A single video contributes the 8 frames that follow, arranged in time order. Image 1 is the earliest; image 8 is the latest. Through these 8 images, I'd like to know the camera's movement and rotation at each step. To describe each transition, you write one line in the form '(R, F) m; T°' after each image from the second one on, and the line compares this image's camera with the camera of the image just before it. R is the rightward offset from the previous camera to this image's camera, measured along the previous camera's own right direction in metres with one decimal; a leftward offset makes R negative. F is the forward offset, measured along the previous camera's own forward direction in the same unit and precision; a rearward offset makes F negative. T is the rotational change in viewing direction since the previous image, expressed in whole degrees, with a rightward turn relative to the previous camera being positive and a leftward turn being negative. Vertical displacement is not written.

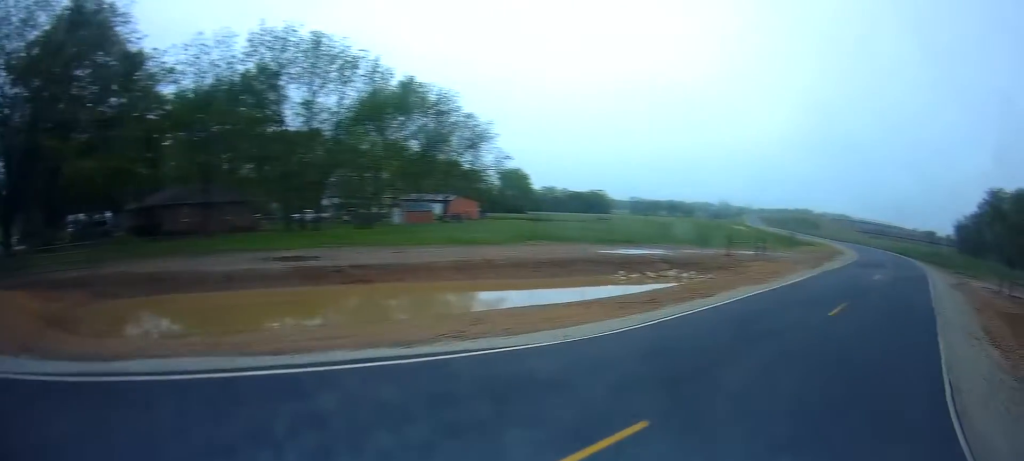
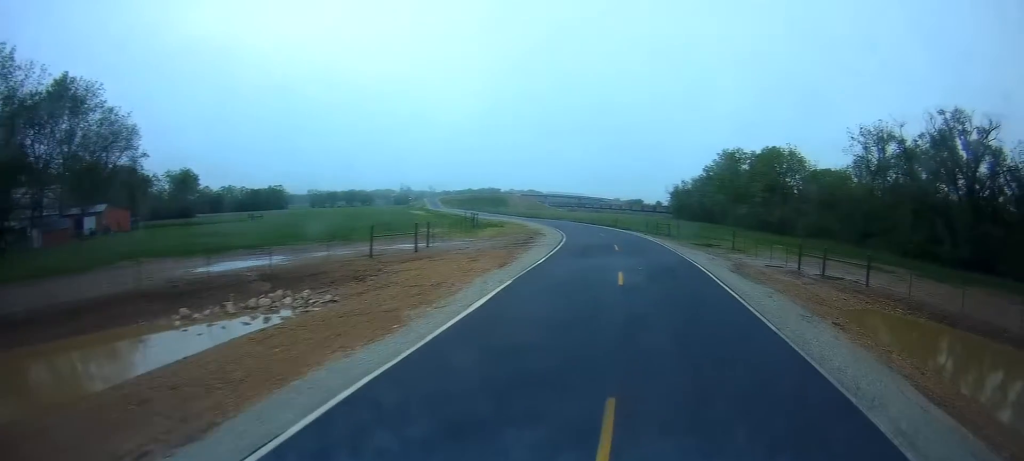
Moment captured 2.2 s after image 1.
(+2.8, +9.7) m; +35°
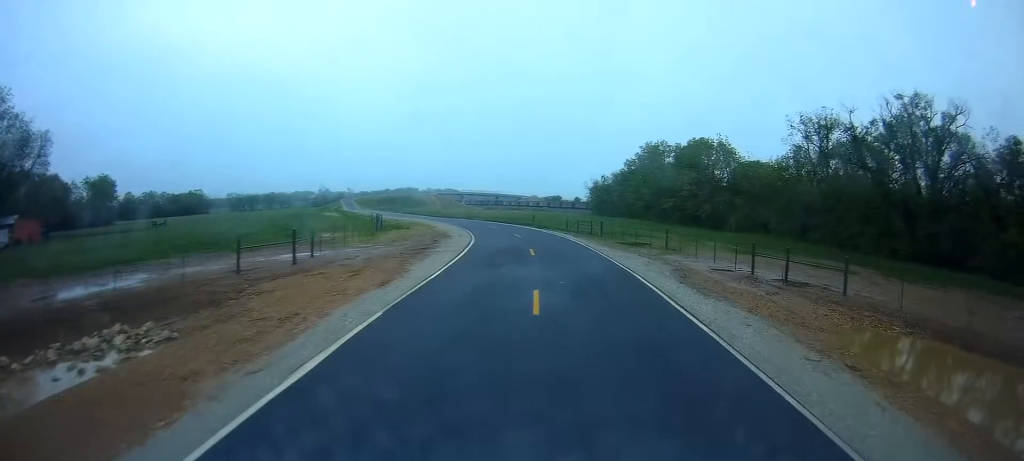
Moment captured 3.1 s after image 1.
(+0.5, +3.4) m; +1°
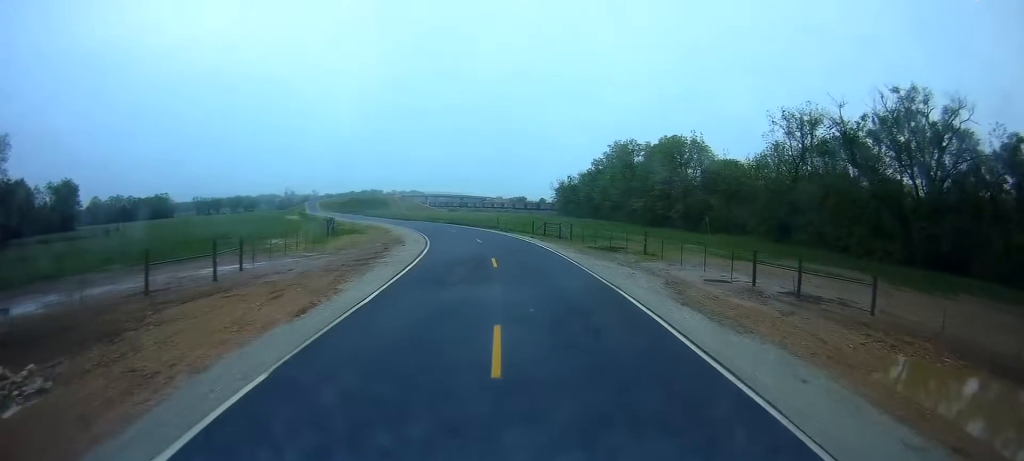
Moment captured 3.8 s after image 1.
(-0.3, +3.0) m; +1°
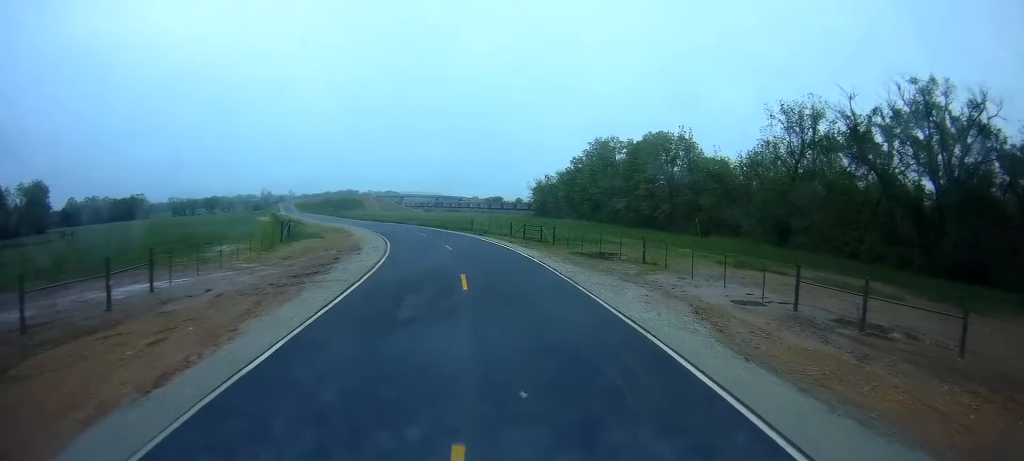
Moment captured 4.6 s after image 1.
(0.0, +3.9) m; +4°
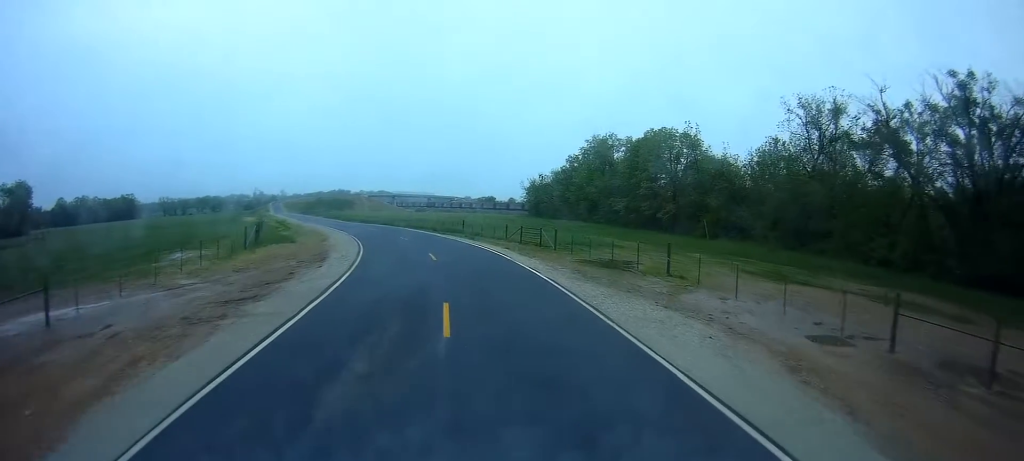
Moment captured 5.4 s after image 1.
(+0.3, +3.9) m; +5°
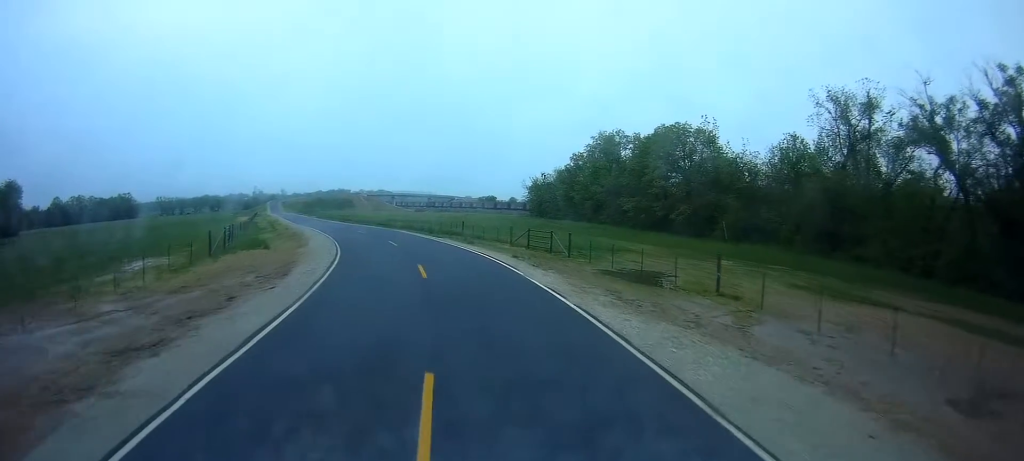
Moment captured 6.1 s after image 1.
(0.0, +4.2) m; 0°
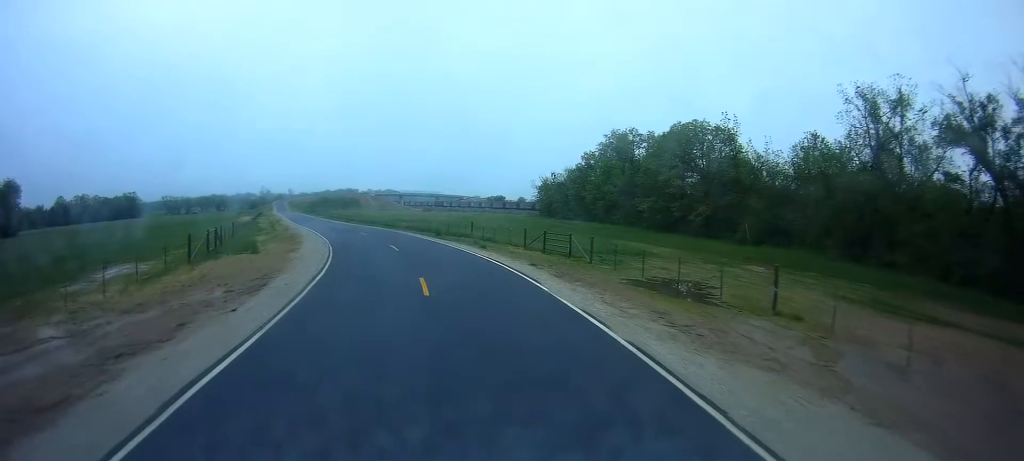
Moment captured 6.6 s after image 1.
(0.0, +3.0) m; 0°
